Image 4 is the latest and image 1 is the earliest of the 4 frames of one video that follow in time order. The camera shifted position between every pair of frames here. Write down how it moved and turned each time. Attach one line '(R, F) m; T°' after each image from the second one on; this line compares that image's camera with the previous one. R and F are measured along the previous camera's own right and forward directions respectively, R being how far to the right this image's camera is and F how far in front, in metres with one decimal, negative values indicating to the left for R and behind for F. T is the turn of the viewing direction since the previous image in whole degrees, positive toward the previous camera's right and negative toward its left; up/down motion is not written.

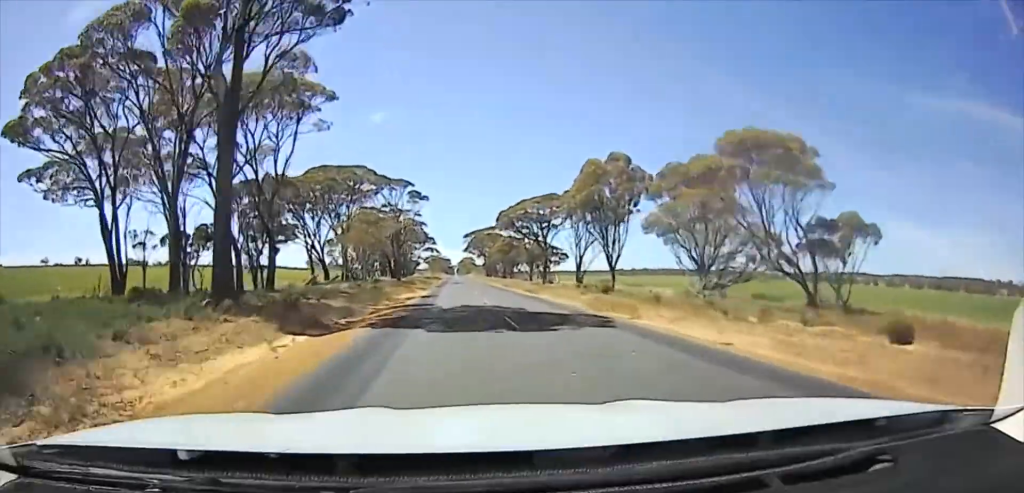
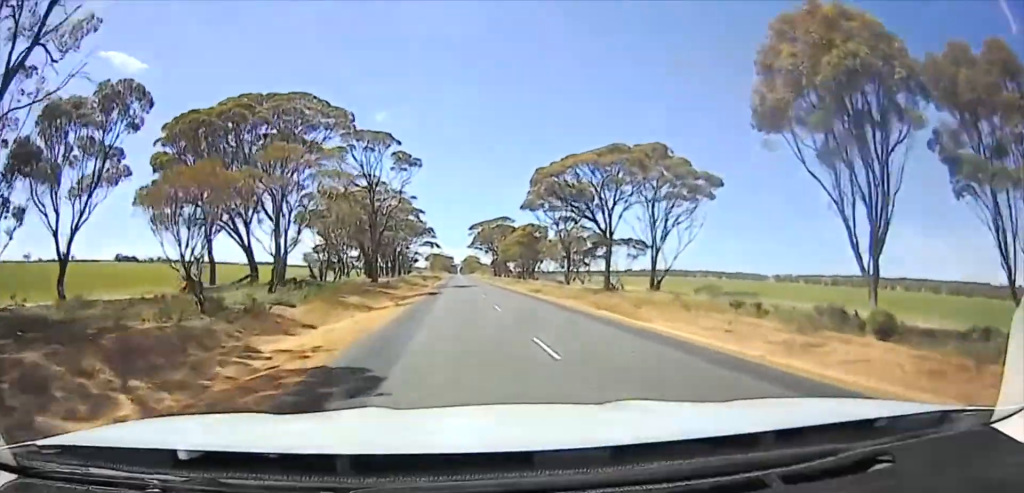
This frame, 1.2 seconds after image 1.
(+0.4, +29.4) m; +2°
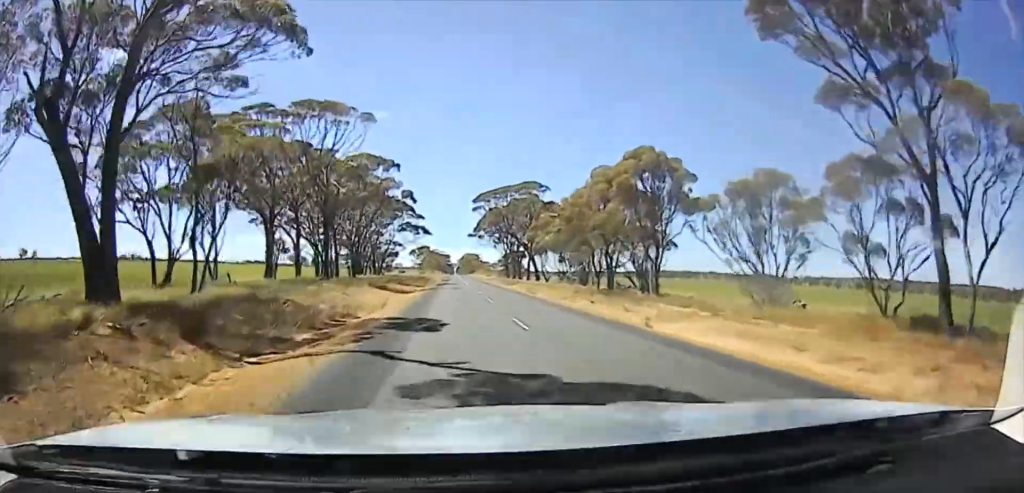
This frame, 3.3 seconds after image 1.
(+0.3, +57.1) m; +1°
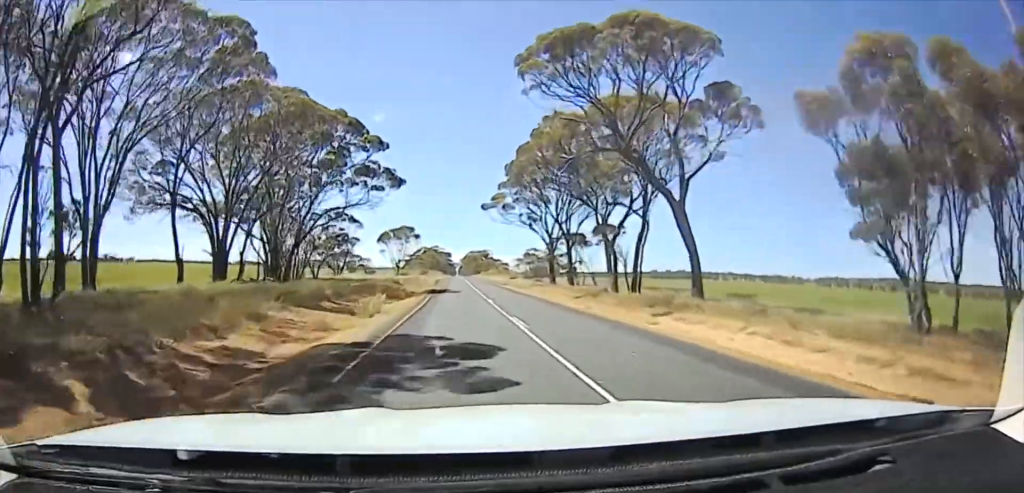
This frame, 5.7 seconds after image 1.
(+0.1, +67.6) m; 0°
